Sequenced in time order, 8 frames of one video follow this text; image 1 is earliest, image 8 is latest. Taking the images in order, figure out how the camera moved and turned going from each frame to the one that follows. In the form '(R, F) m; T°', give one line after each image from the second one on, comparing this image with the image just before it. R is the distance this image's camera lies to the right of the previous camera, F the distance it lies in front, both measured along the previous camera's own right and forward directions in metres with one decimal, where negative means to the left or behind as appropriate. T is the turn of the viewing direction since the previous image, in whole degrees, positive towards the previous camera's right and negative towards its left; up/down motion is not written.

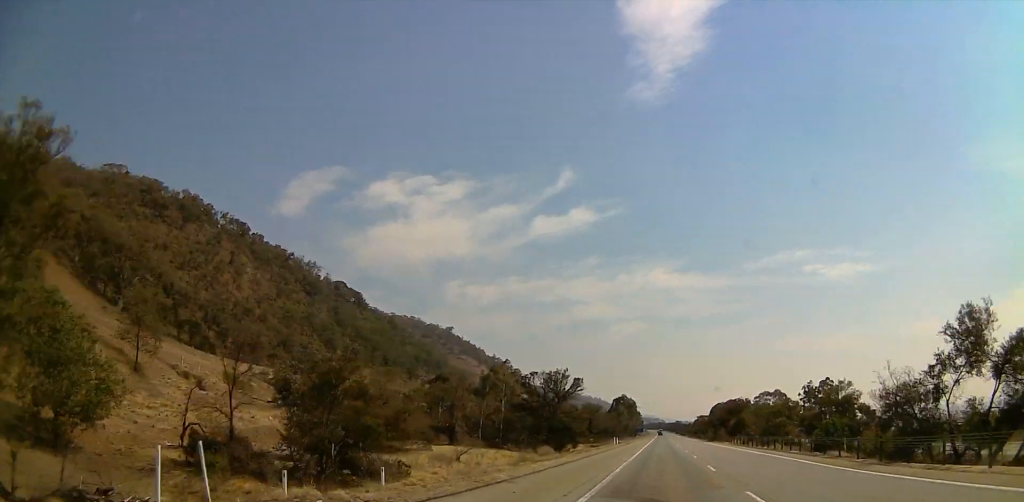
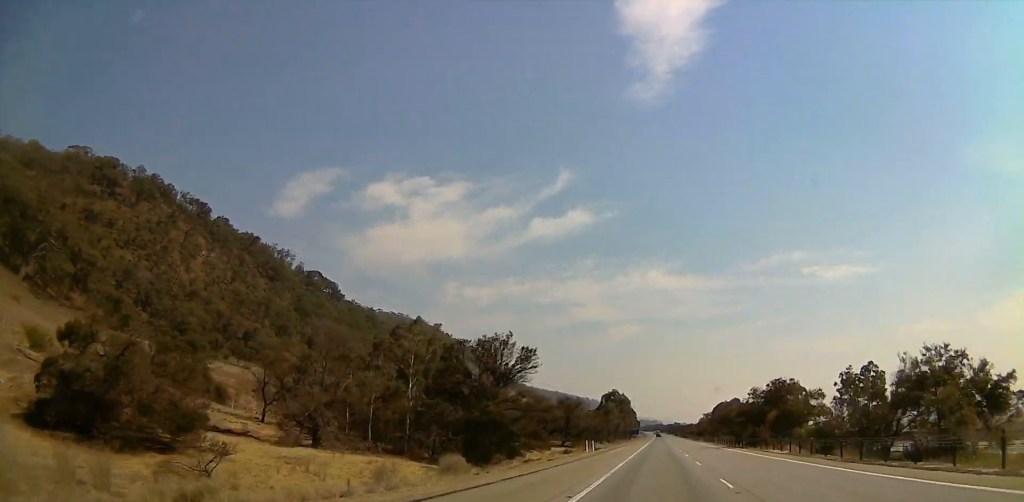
(+0.3, +27.6) m; +1°
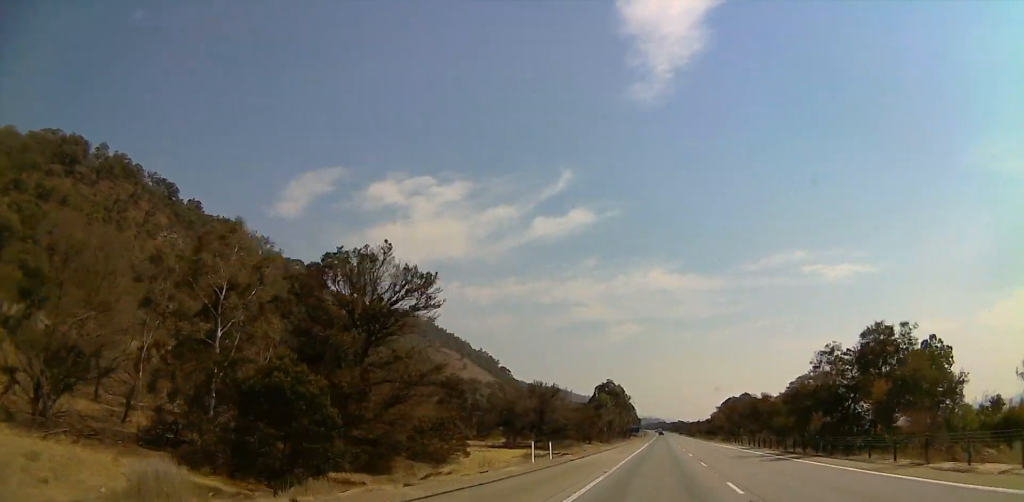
(+0.2, +21.5) m; 0°
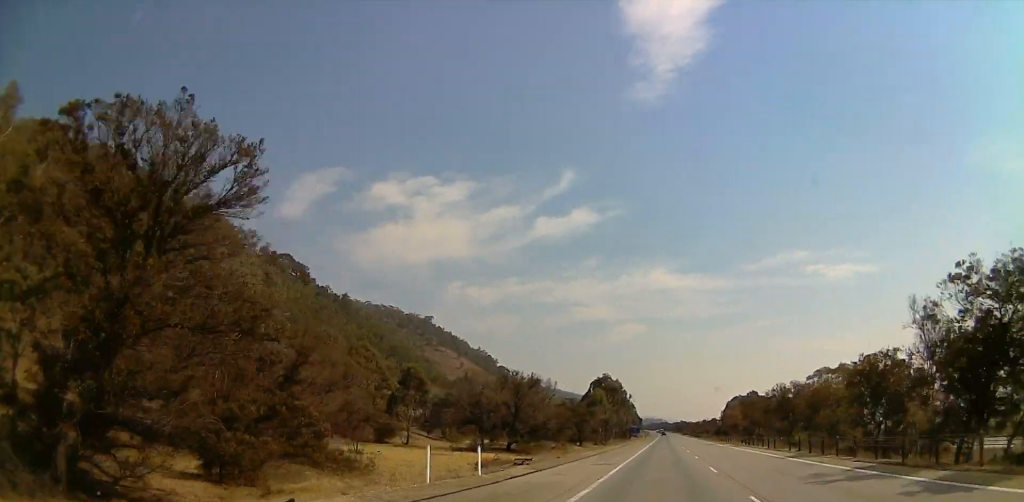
(0.0, +13.0) m; 0°
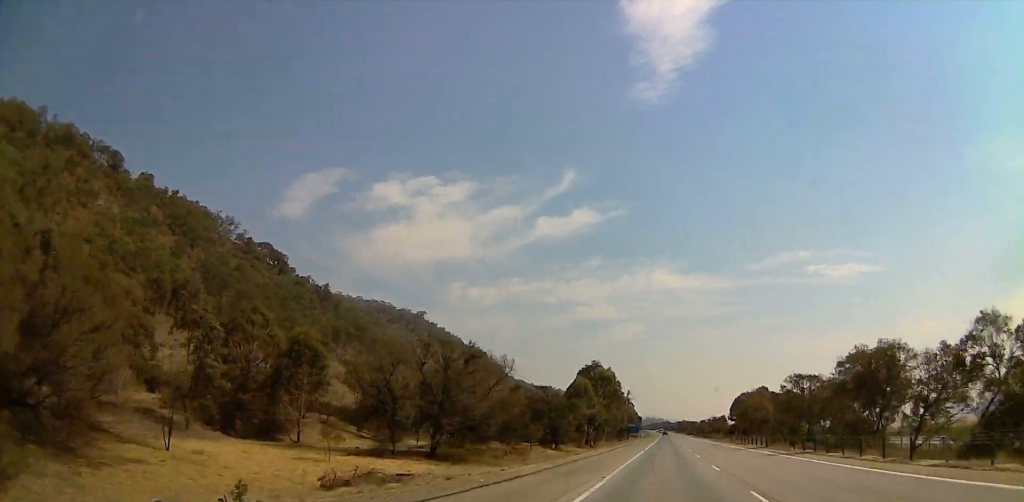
(-0.1, +19.5) m; 0°
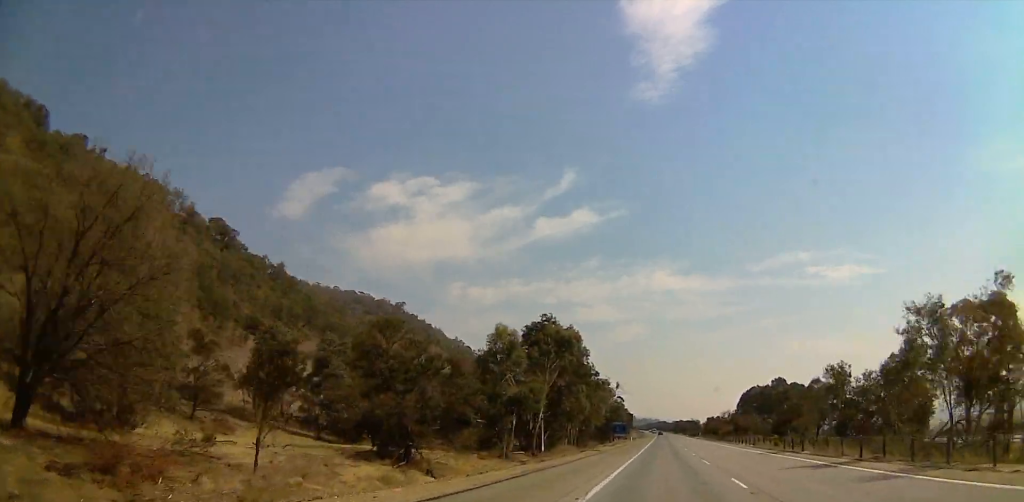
(0.0, +38.0) m; 0°
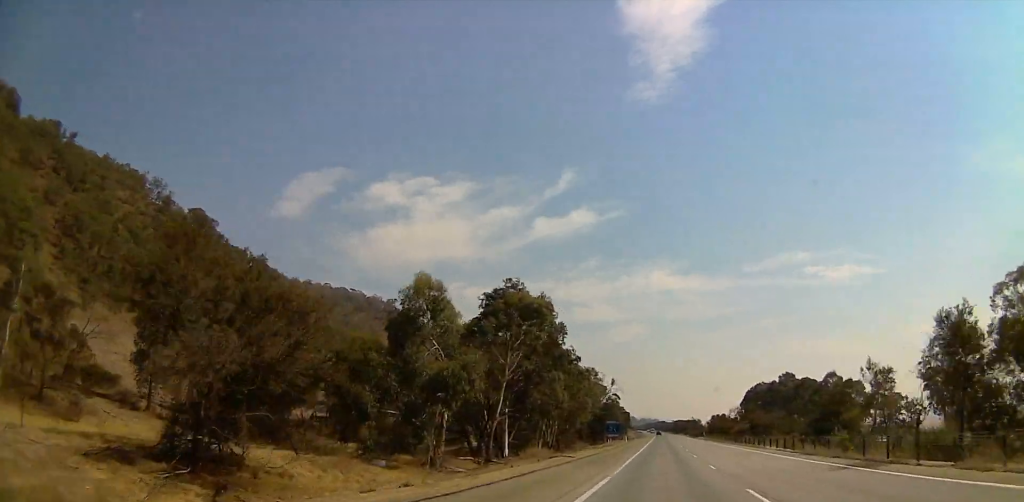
(0.0, +14.2) m; 0°
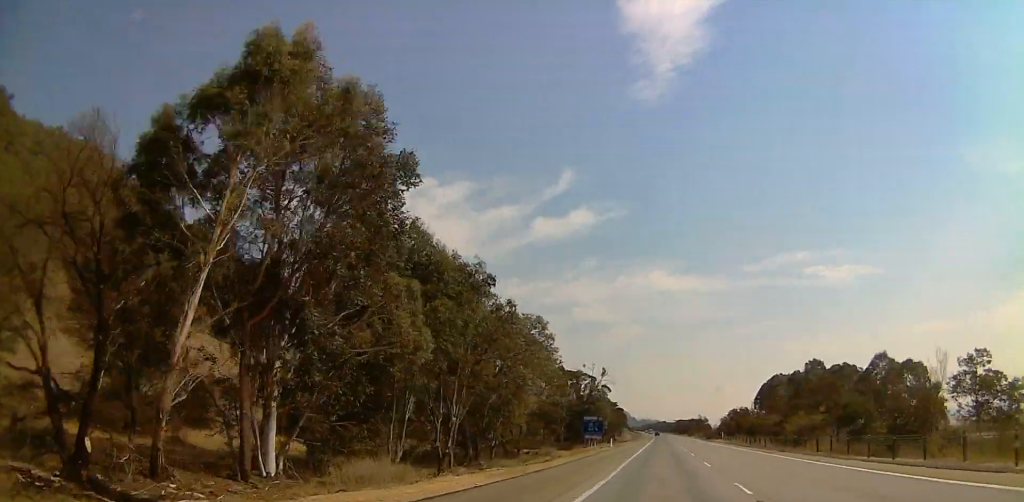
(0.0, +30.2) m; 0°
